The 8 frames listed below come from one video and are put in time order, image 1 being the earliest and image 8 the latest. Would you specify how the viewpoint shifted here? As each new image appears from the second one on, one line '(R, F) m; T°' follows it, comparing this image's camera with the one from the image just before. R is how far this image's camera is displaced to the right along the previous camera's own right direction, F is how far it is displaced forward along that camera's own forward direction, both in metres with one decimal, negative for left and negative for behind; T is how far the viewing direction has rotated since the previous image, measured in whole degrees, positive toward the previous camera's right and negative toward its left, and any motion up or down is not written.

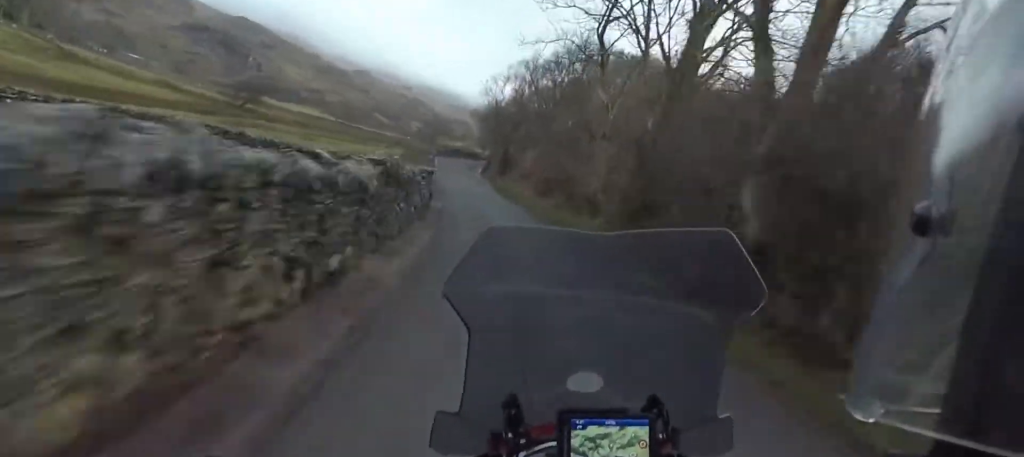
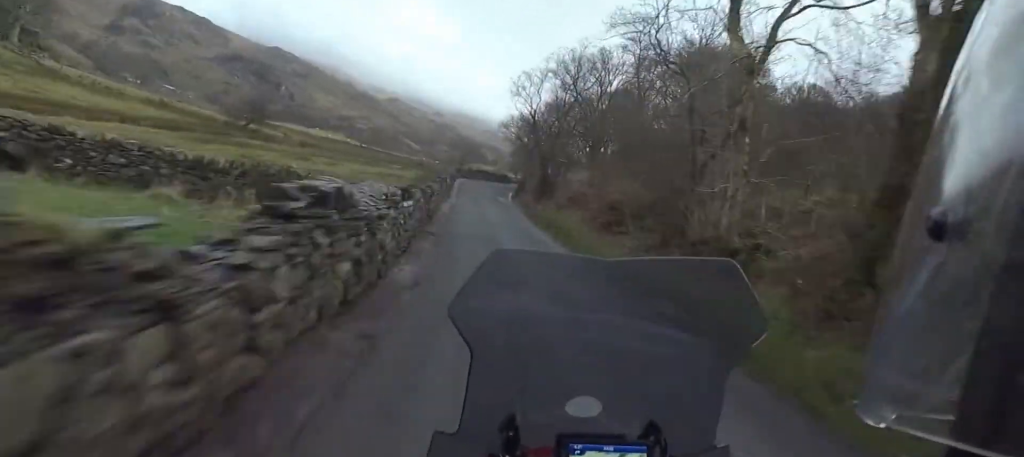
(-0.7, +13.6) m; -3°
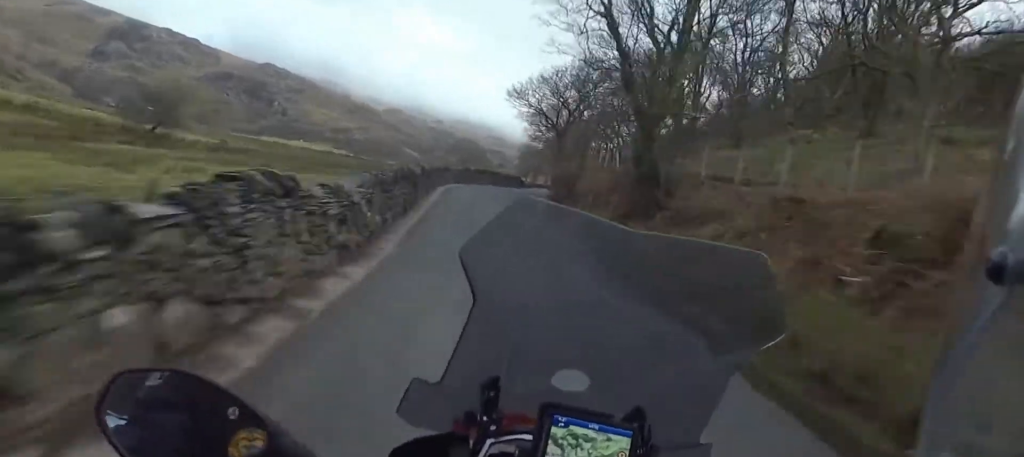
(-1.1, +27.5) m; -2°
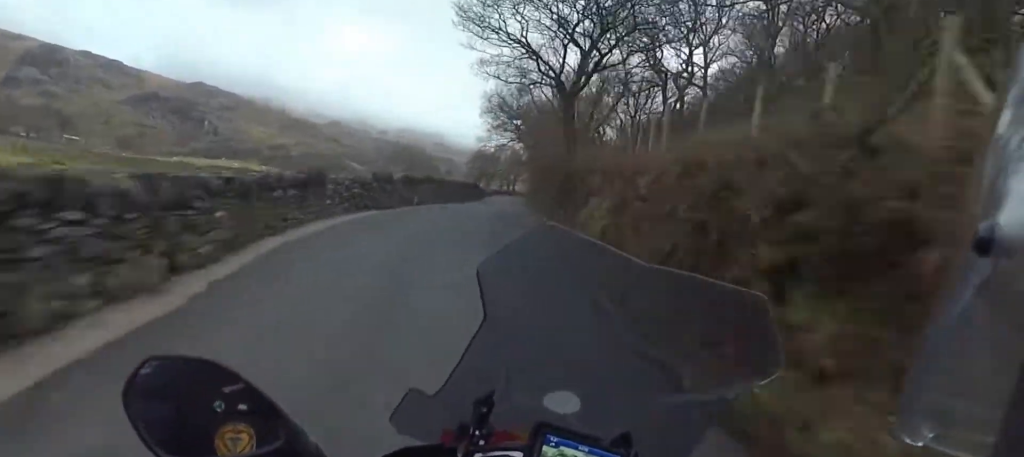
(+0.1, +23.4) m; +1°
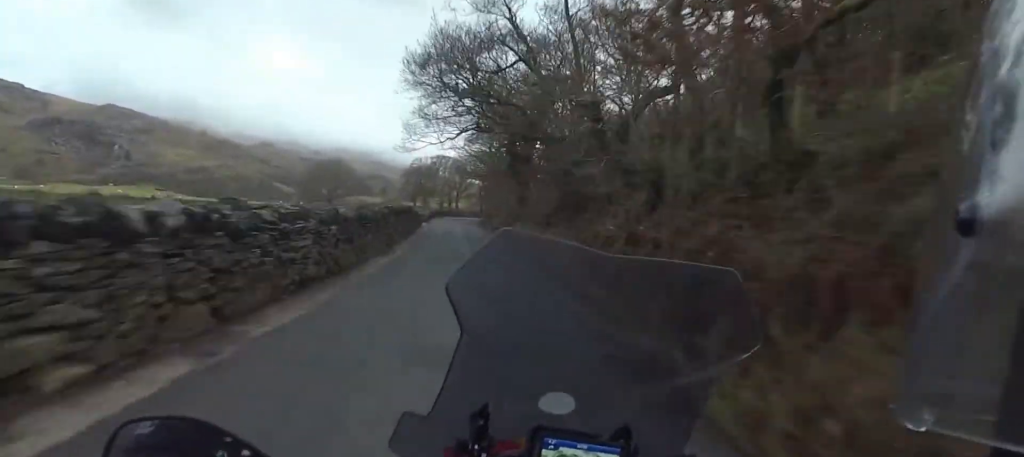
(+0.6, +25.5) m; +3°
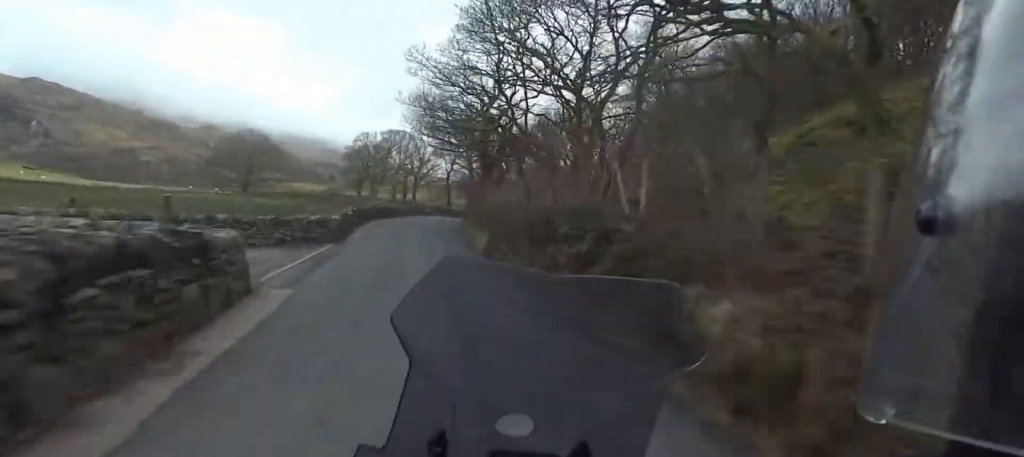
(+1.4, +36.2) m; +2°
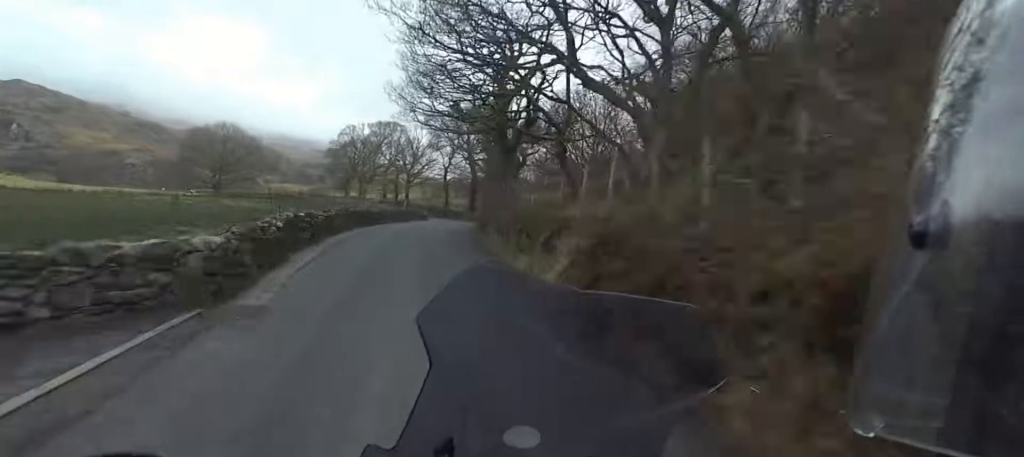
(0.0, +11.9) m; +1°
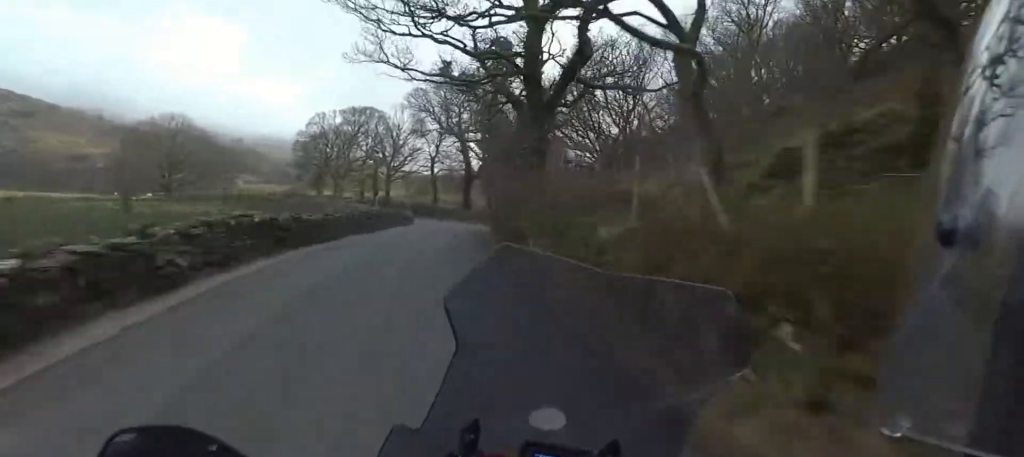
(-0.2, +13.6) m; +2°
